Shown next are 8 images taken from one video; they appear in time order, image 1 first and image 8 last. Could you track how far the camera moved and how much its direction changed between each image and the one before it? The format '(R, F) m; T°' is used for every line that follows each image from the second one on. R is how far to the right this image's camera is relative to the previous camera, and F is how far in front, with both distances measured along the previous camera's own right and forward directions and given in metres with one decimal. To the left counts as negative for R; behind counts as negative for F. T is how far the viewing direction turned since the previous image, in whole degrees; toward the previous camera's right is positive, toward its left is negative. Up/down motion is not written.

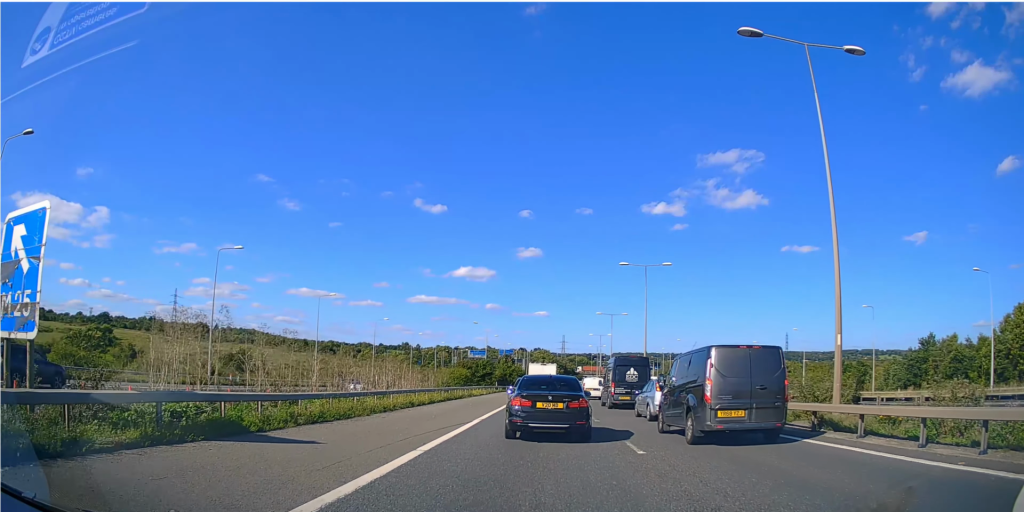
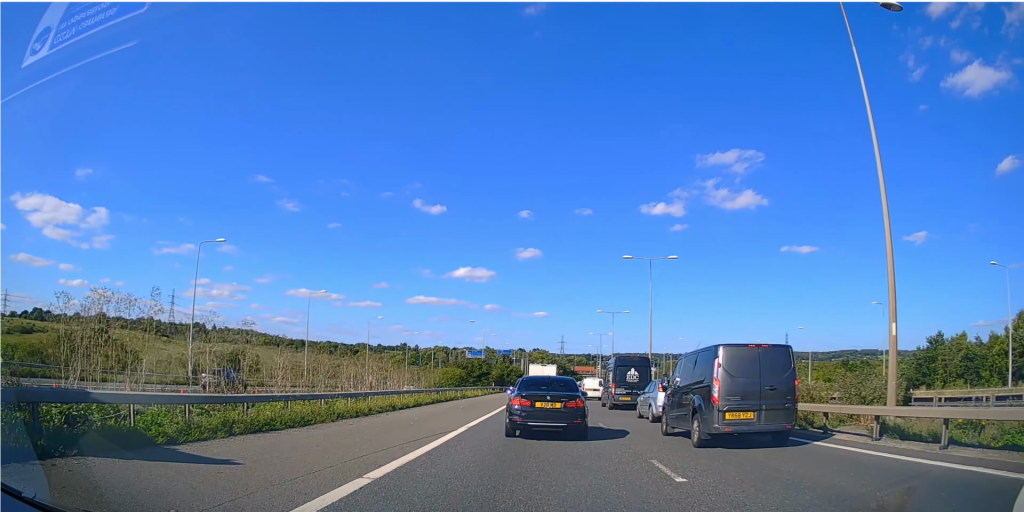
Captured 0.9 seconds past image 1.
(0.0, +3.1) m; +1°
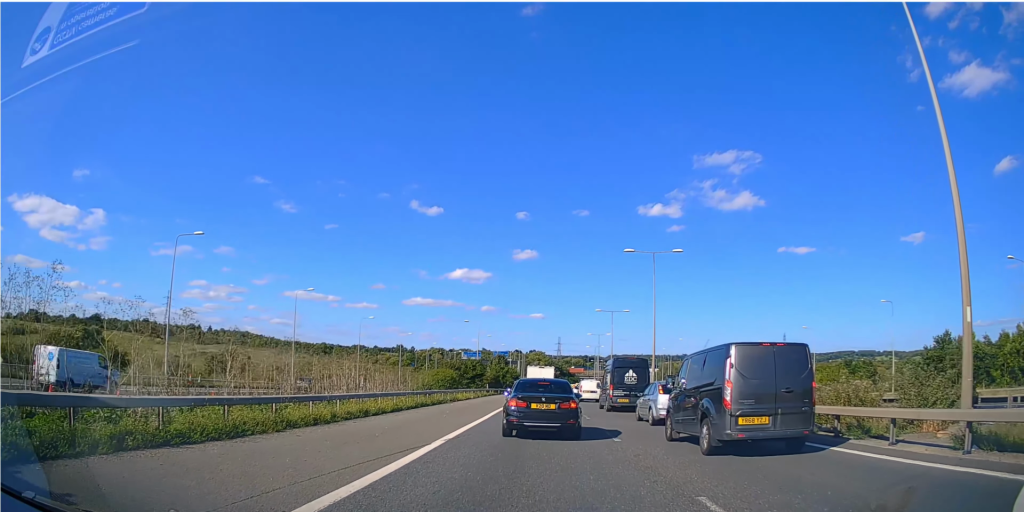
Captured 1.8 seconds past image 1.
(0.0, +3.0) m; +1°
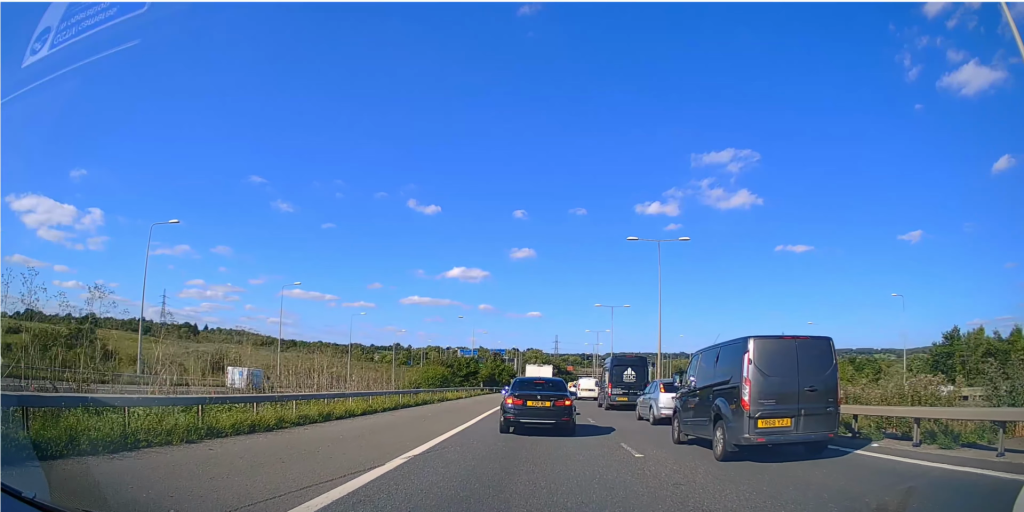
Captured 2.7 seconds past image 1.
(+0.1, +3.4) m; -2°
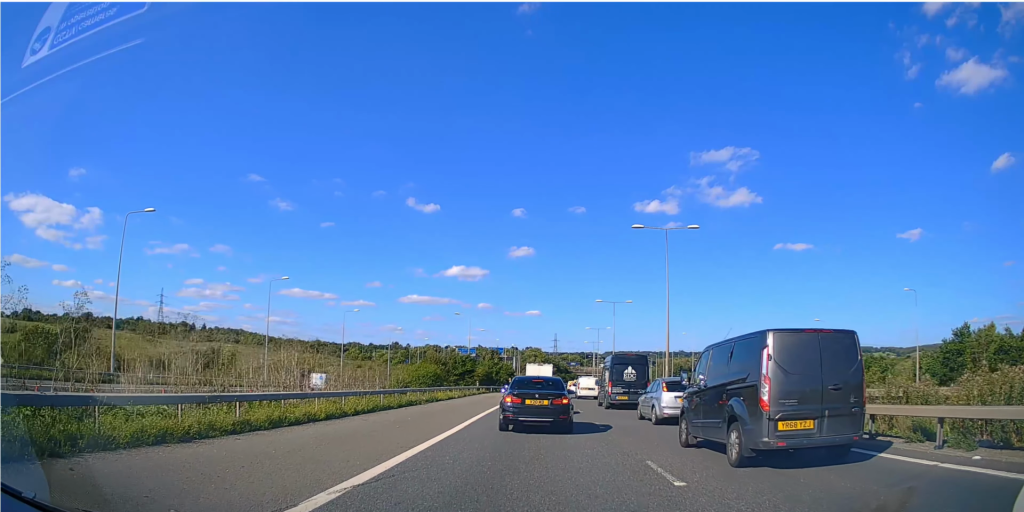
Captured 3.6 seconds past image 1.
(-0.2, +3.3) m; -3°
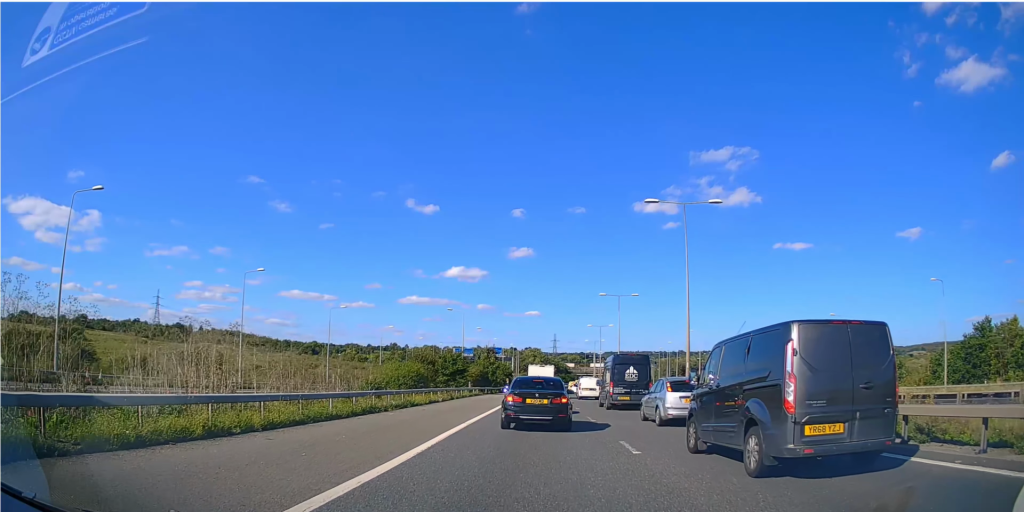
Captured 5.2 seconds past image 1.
(0.0, +6.3) m; 0°
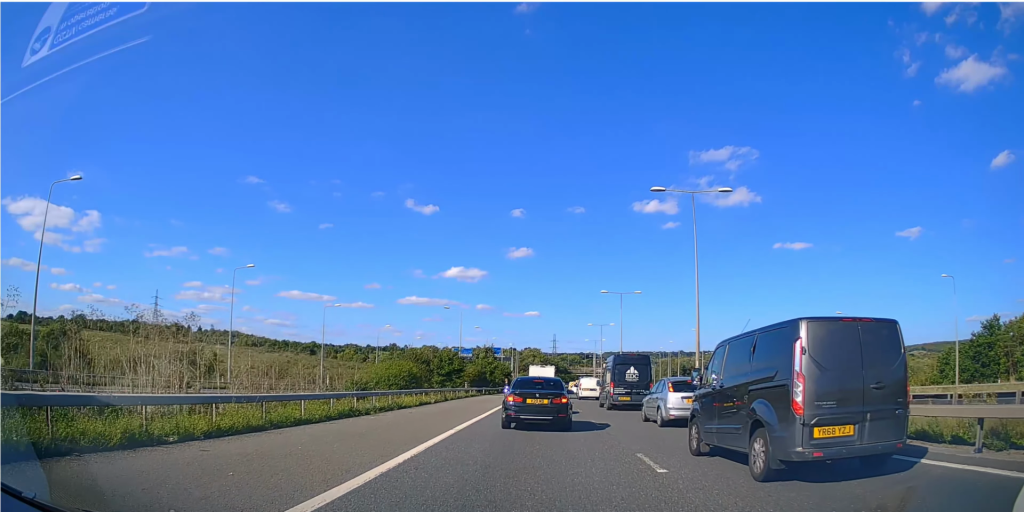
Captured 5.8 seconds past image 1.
(0.0, +2.3) m; 0°
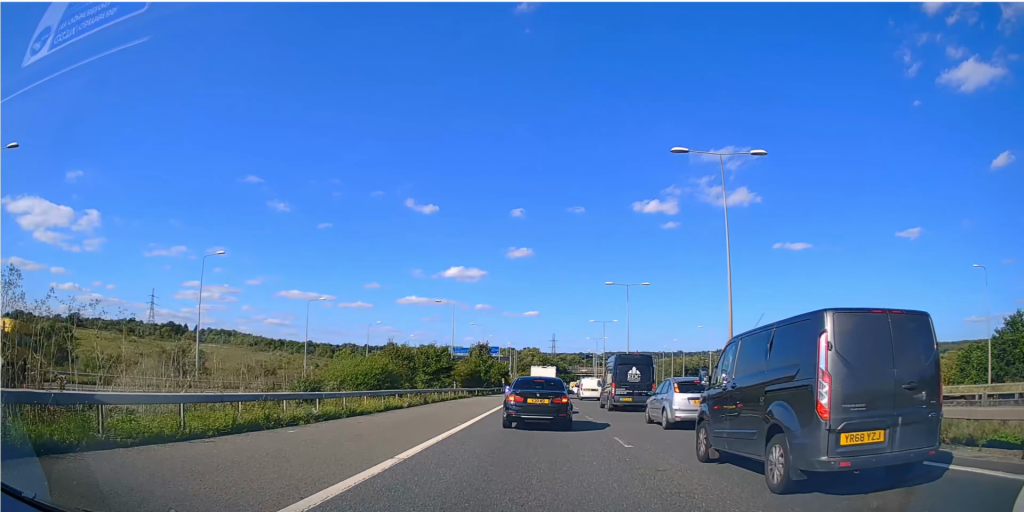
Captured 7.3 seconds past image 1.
(+0.1, +6.0) m; 0°
